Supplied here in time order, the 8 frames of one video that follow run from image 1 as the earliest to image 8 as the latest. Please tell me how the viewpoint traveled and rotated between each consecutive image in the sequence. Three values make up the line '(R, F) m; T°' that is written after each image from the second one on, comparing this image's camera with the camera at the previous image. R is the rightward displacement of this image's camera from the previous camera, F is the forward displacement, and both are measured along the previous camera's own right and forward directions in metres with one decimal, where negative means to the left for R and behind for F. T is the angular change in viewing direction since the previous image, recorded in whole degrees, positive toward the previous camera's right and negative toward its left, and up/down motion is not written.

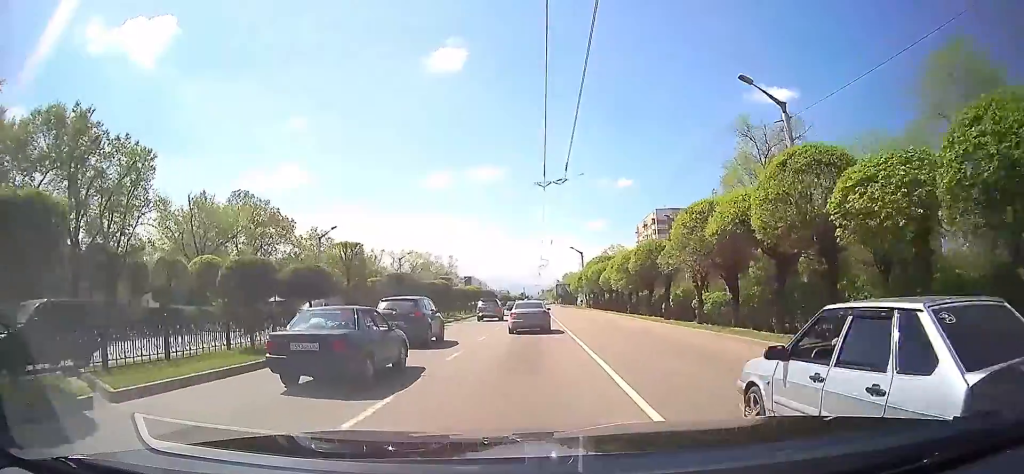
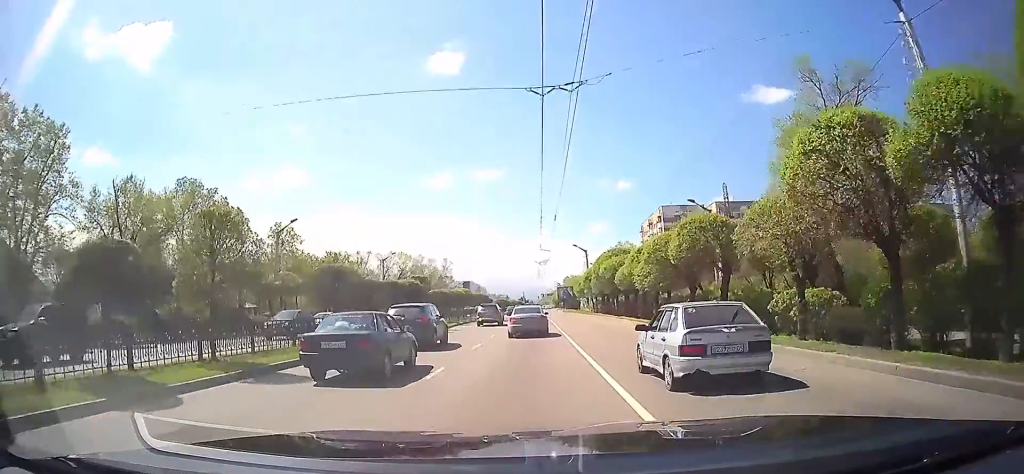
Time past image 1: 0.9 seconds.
(0.0, +11.2) m; 0°
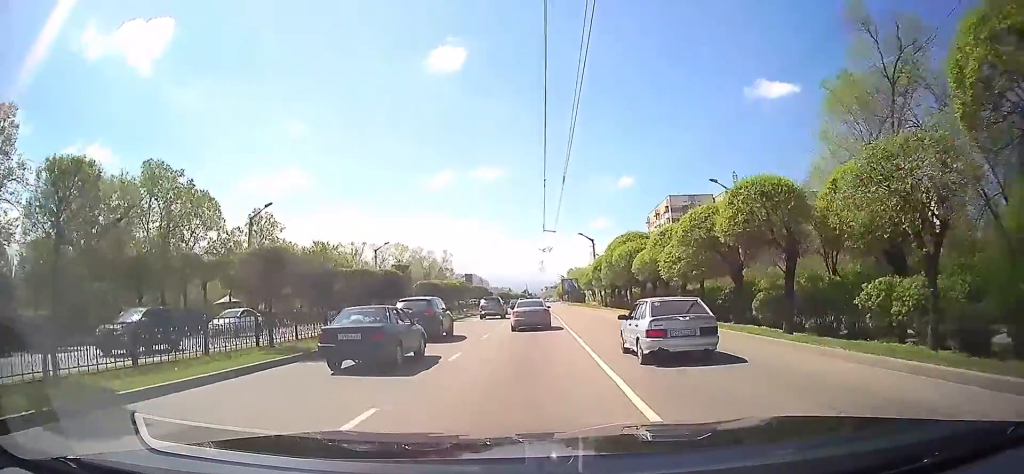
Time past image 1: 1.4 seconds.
(0.0, +6.2) m; 0°
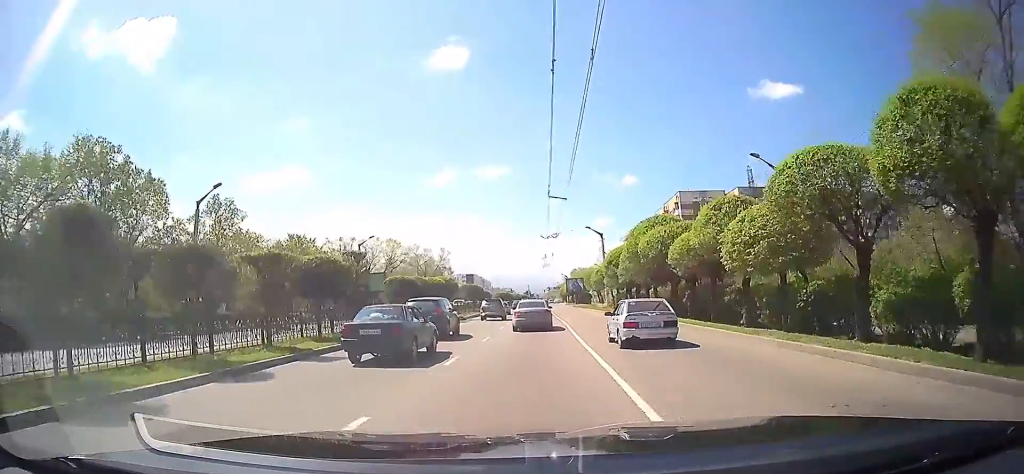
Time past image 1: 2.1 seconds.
(0.0, +9.1) m; 0°
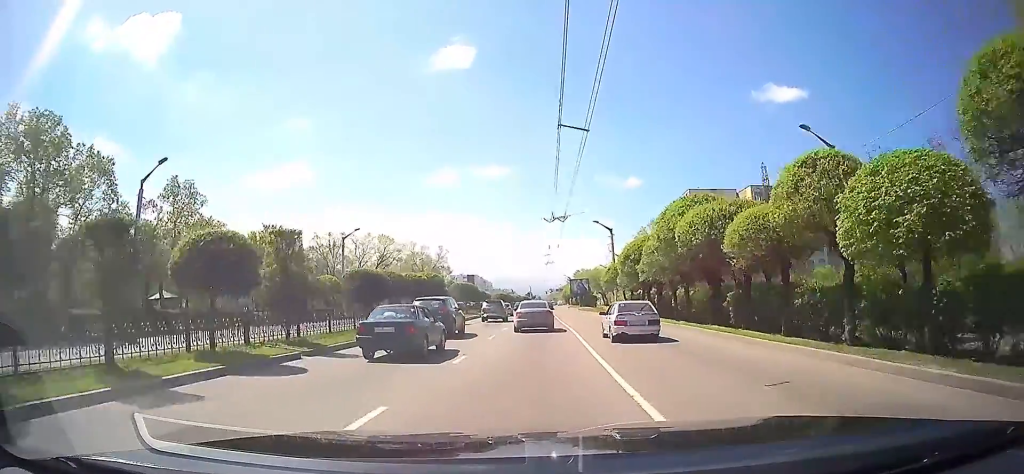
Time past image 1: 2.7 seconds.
(0.0, +7.4) m; 0°
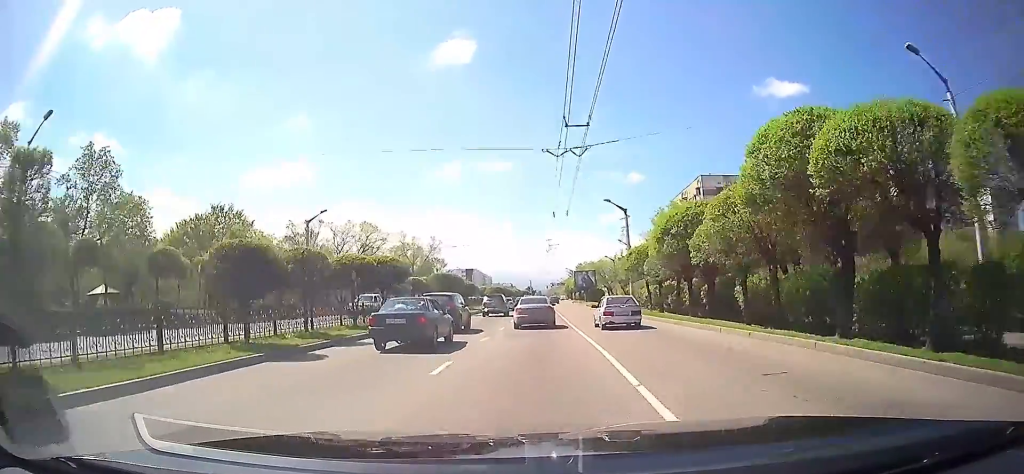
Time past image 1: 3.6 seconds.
(0.0, +11.2) m; 0°
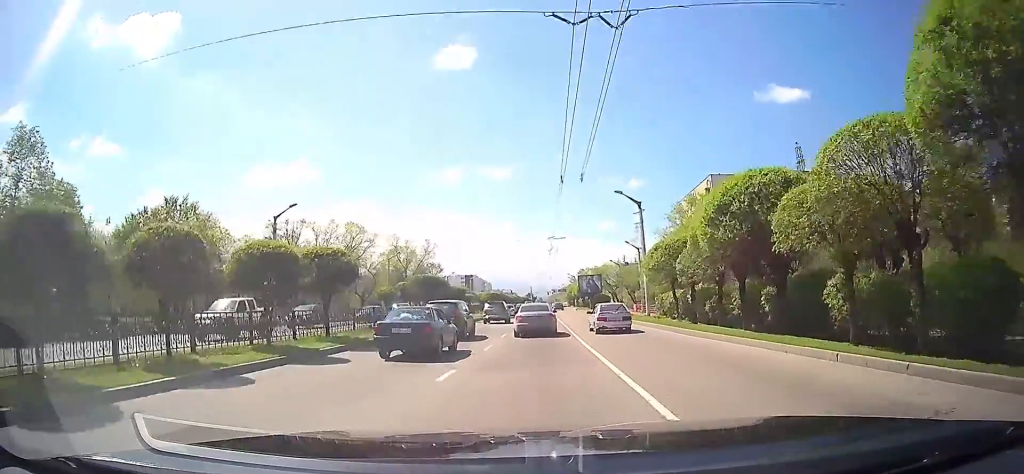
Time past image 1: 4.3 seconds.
(0.0, +7.8) m; 0°
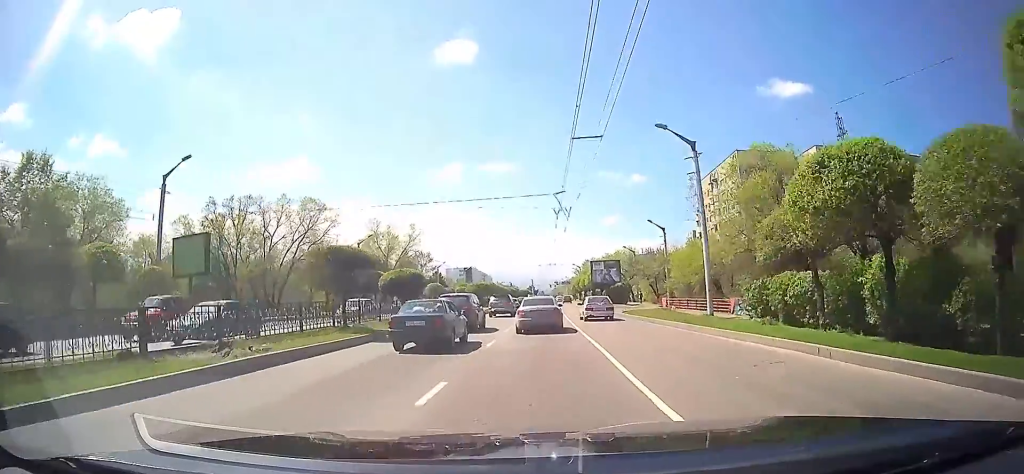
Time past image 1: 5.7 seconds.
(0.0, +17.8) m; 0°
